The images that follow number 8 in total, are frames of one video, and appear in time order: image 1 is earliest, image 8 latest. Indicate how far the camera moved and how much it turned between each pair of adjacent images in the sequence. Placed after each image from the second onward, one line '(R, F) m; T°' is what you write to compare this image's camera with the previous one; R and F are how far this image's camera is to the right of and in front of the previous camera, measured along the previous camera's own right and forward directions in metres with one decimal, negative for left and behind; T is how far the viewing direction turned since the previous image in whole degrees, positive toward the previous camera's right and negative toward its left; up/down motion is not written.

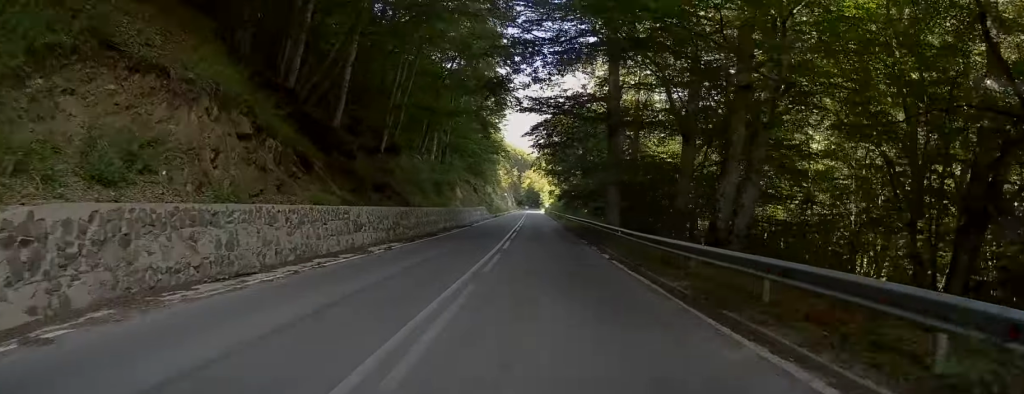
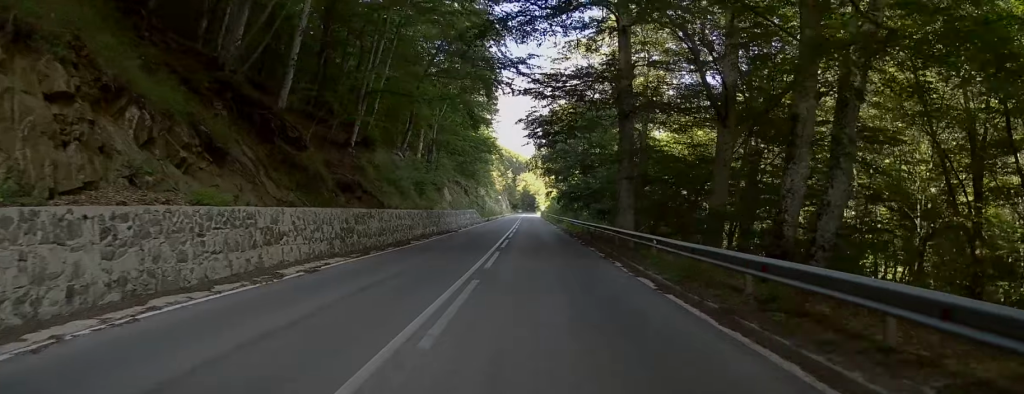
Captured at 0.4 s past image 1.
(0.0, +7.2) m; +1°
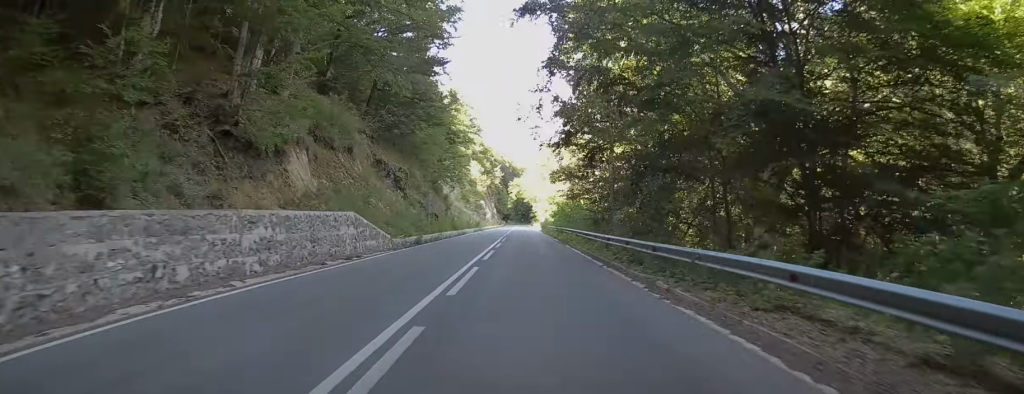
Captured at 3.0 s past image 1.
(+2.1, +47.7) m; +3°
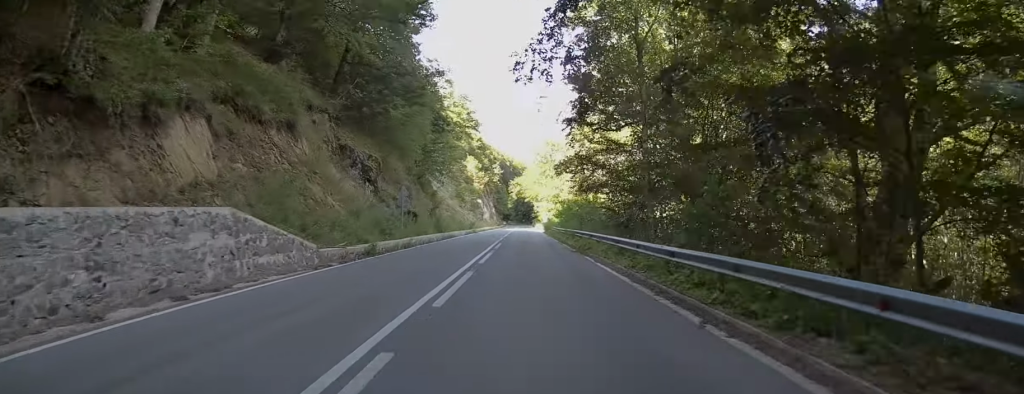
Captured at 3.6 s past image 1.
(0.0, +9.7) m; -1°
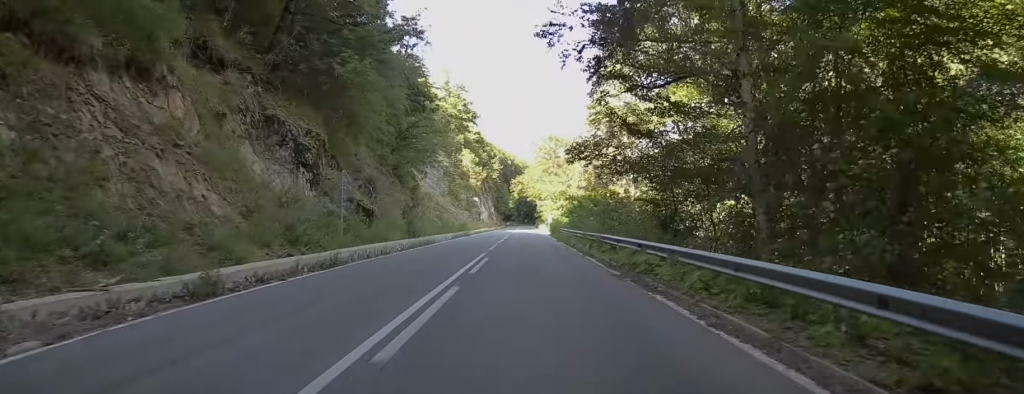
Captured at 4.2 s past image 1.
(-0.2, +11.7) m; -1°
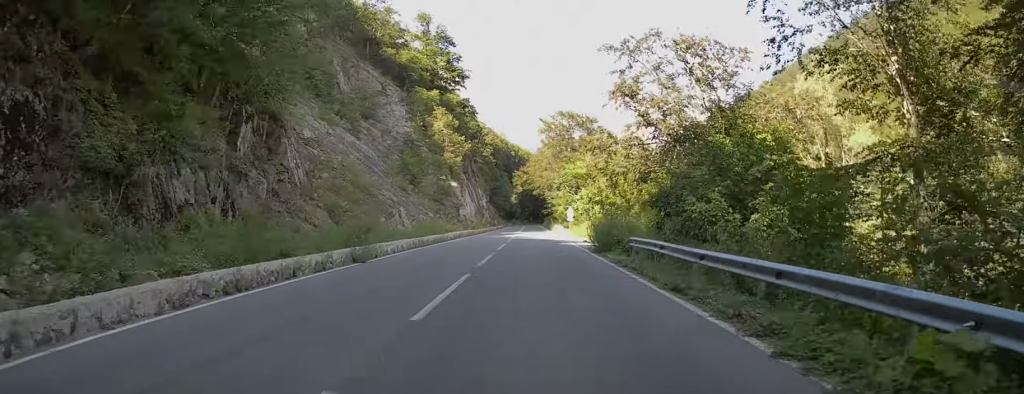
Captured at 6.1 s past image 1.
(-0.7, +36.1) m; -3°
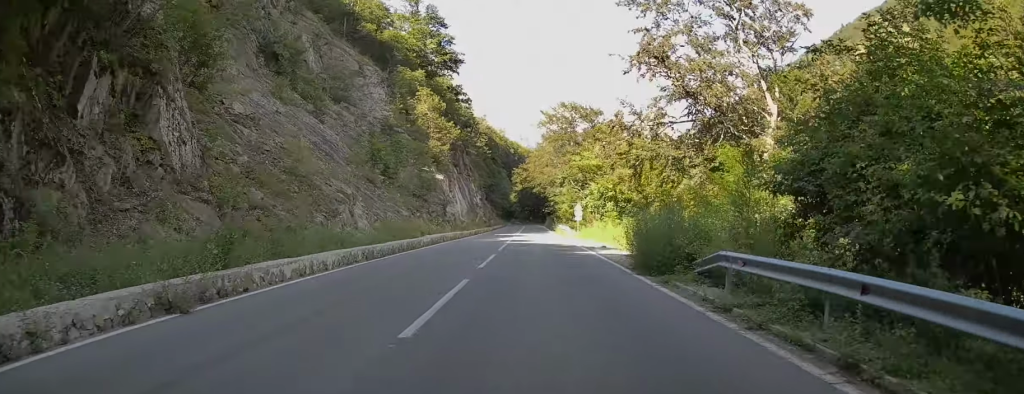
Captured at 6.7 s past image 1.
(-0.1, +10.1) m; -1°
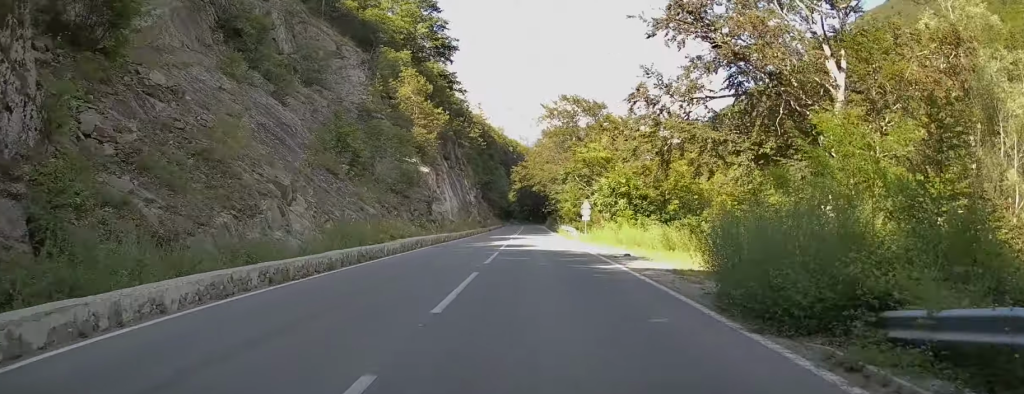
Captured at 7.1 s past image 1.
(-0.1, +7.6) m; 0°
